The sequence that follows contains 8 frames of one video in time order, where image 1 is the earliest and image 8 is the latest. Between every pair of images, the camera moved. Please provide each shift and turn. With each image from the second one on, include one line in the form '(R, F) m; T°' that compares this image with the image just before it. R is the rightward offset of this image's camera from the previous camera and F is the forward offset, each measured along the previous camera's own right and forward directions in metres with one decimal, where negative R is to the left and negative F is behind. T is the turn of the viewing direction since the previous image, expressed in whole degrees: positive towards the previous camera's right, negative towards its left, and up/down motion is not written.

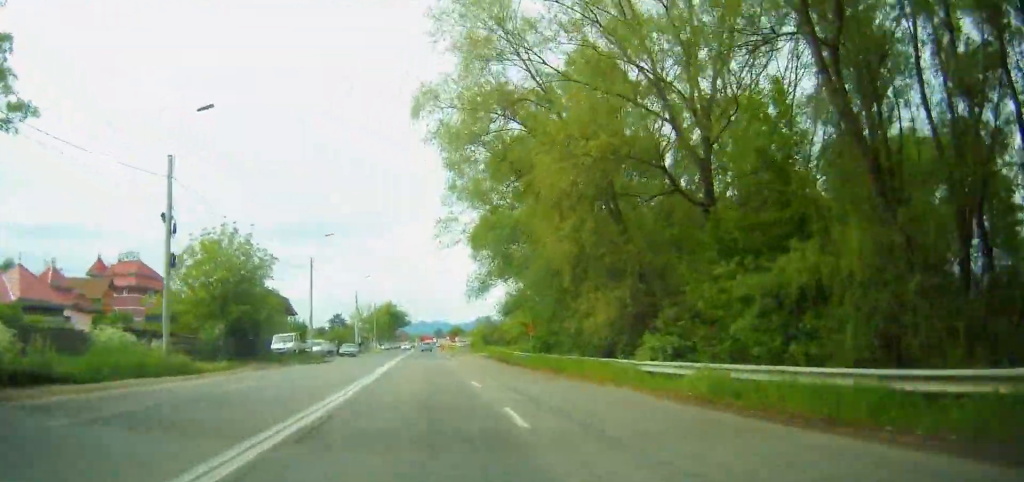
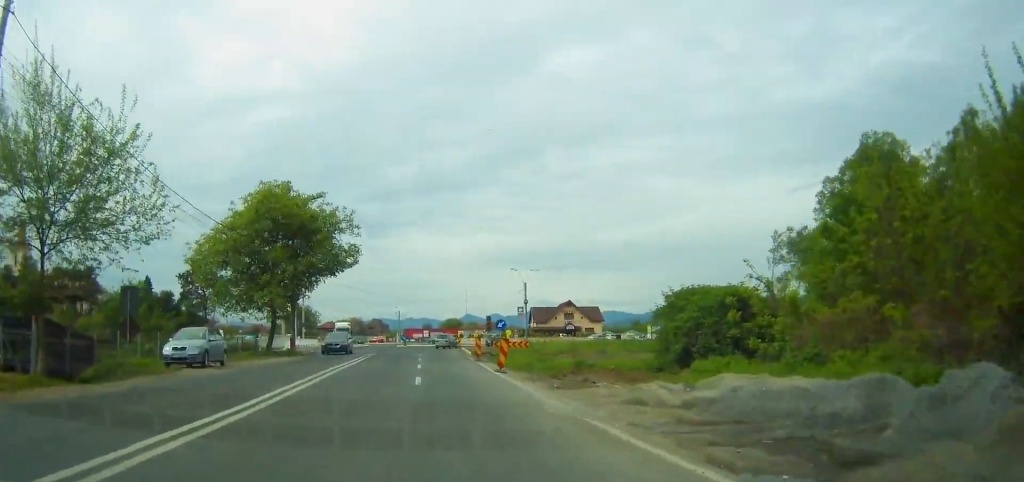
(+0.7, +102.2) m; 0°
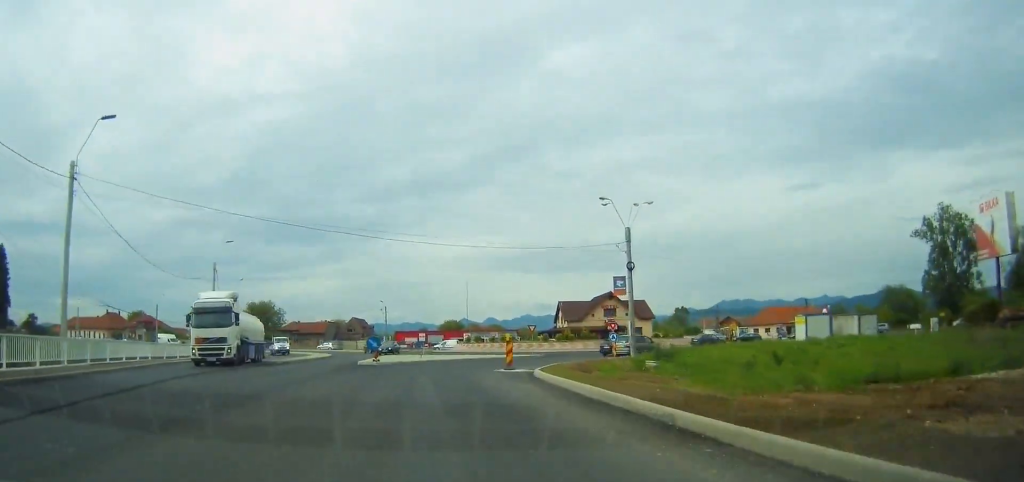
(+0.1, +41.9) m; +2°
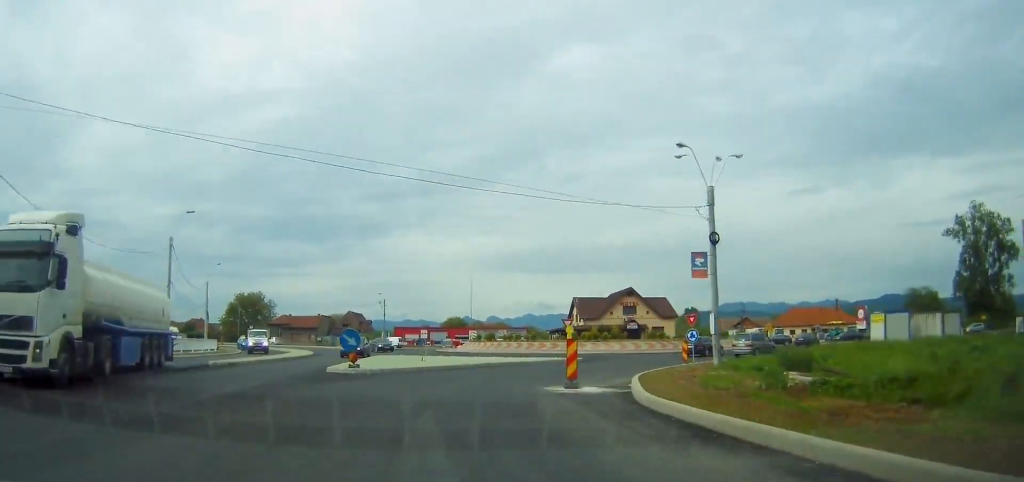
(+0.3, +10.6) m; +5°
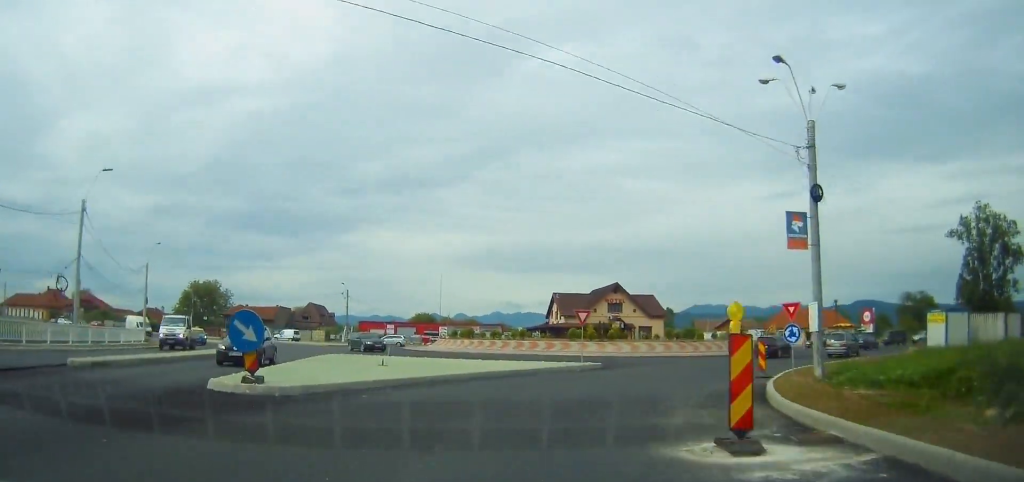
(-0.3, +9.9) m; +7°
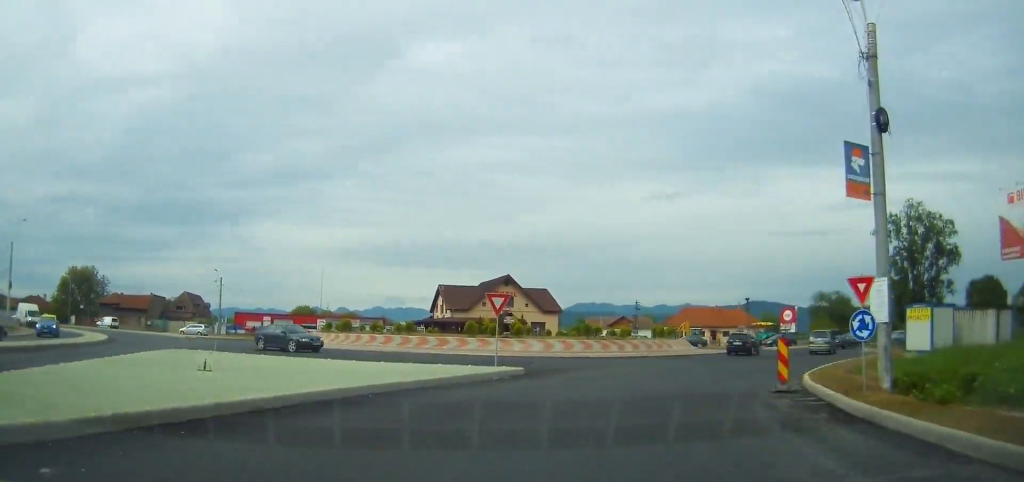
(+0.9, +7.8) m; +10°
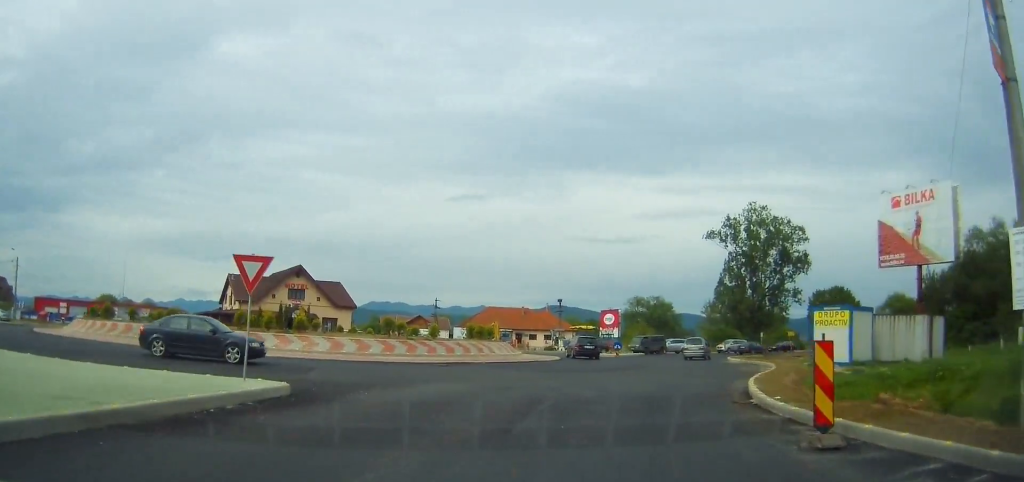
(+0.8, +9.2) m; +14°
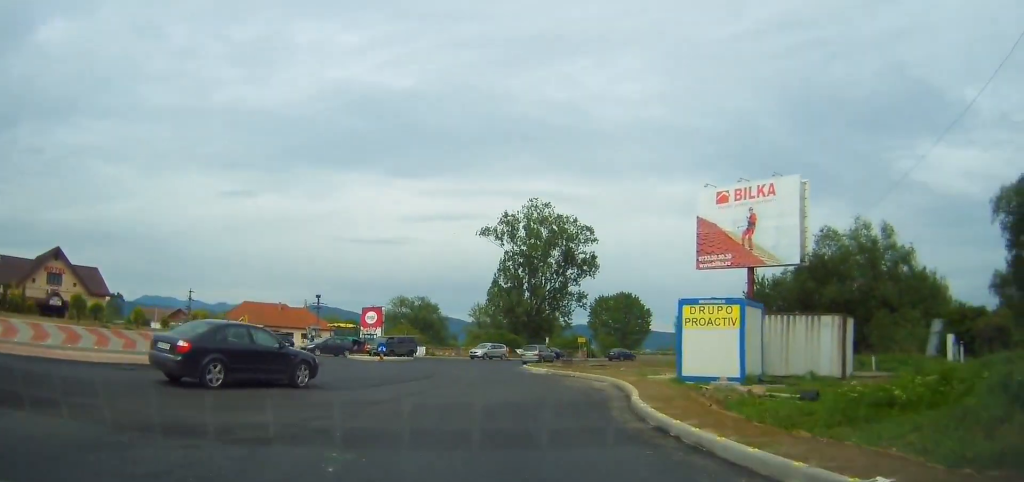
(+2.3, +10.7) m; +13°
